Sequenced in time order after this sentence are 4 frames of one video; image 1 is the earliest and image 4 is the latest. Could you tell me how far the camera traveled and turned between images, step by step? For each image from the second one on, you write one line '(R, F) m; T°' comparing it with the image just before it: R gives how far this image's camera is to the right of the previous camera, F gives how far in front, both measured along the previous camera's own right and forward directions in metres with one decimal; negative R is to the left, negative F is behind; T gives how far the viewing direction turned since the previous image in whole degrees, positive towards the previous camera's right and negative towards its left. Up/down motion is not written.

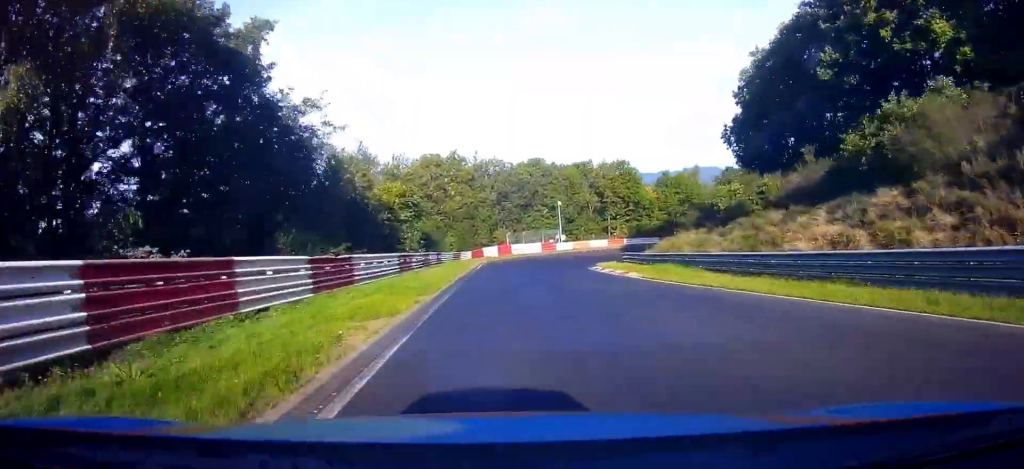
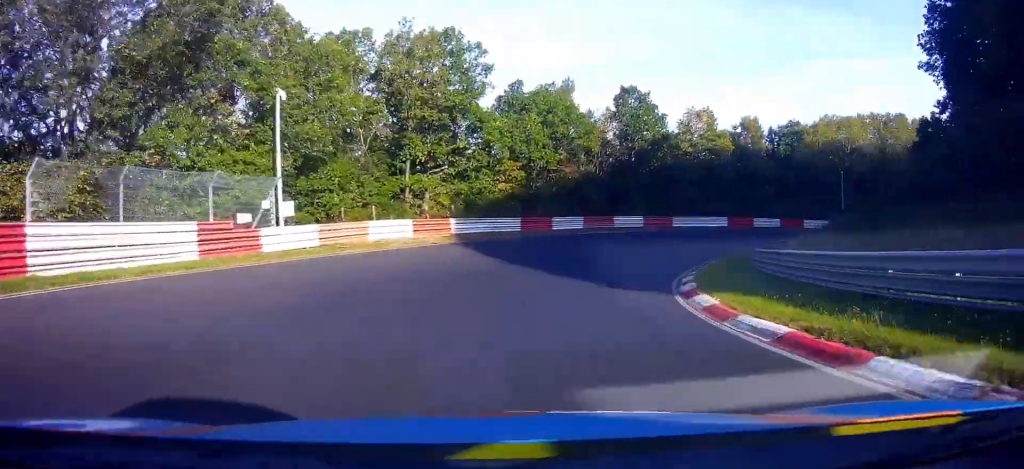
(+2.1, +72.1) m; +6°
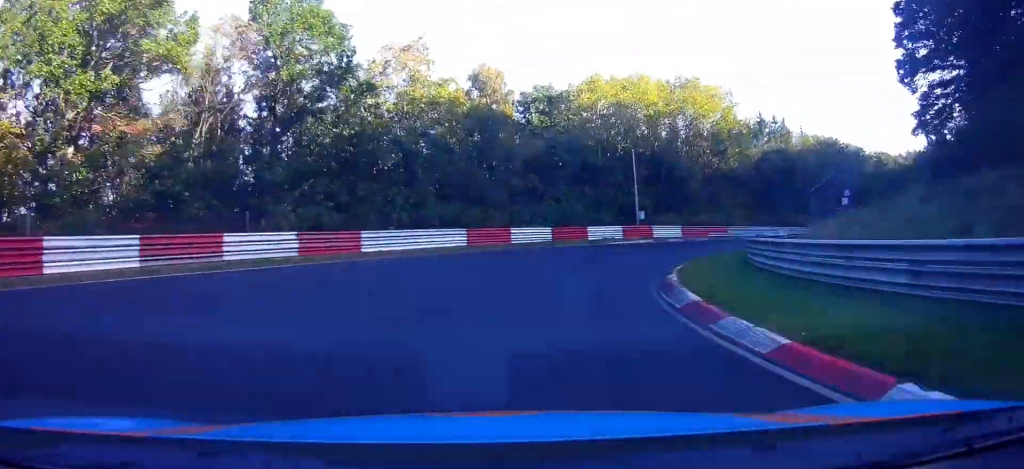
(+2.2, +37.1) m; +8°
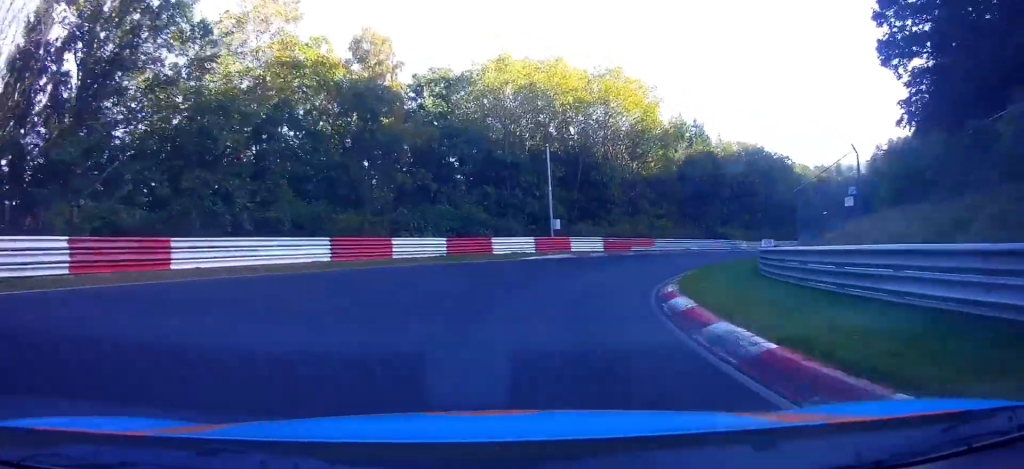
(+0.5, +9.9) m; +2°
